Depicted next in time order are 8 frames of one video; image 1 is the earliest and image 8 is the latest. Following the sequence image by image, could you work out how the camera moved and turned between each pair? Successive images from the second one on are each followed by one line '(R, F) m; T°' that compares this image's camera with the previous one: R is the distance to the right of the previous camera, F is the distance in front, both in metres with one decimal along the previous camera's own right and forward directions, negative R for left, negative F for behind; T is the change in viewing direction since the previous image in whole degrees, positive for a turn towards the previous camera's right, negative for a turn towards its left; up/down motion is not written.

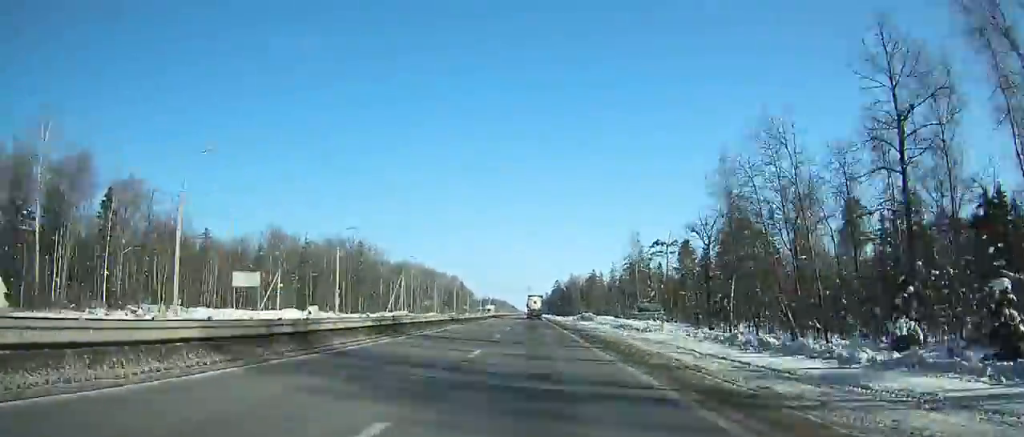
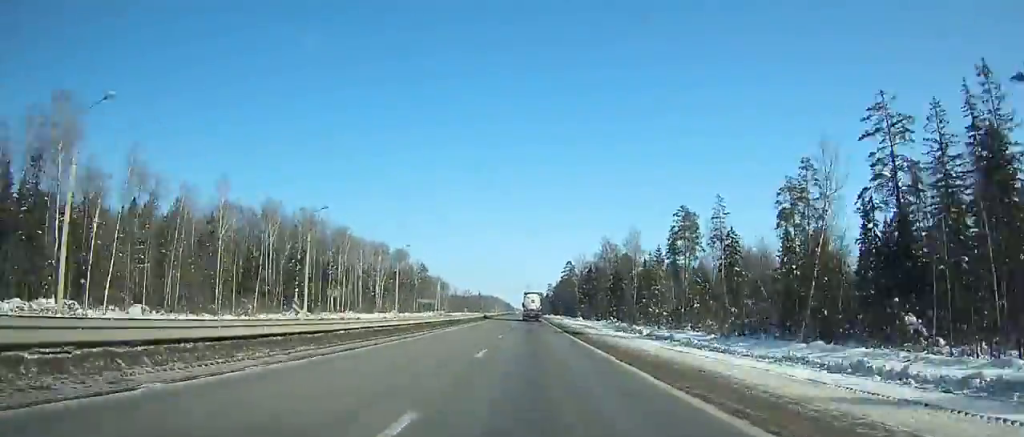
(-0.1, +156.2) m; 0°
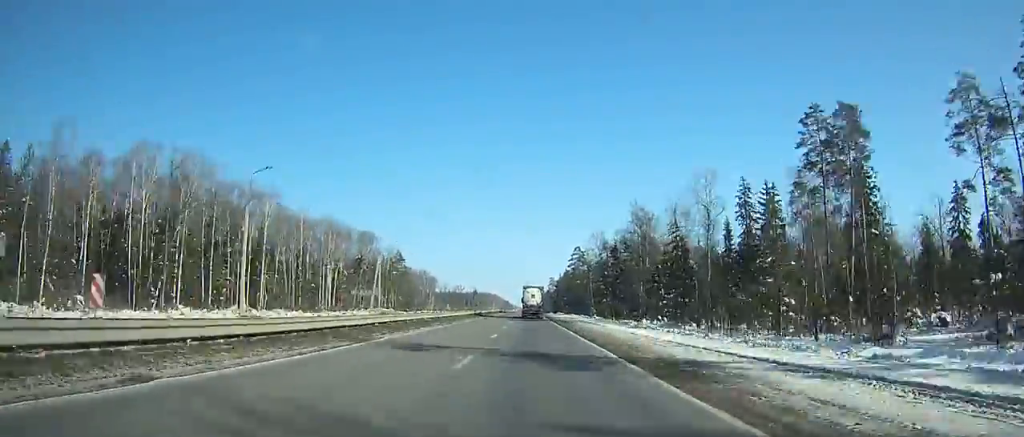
(-0.1, +51.8) m; 0°
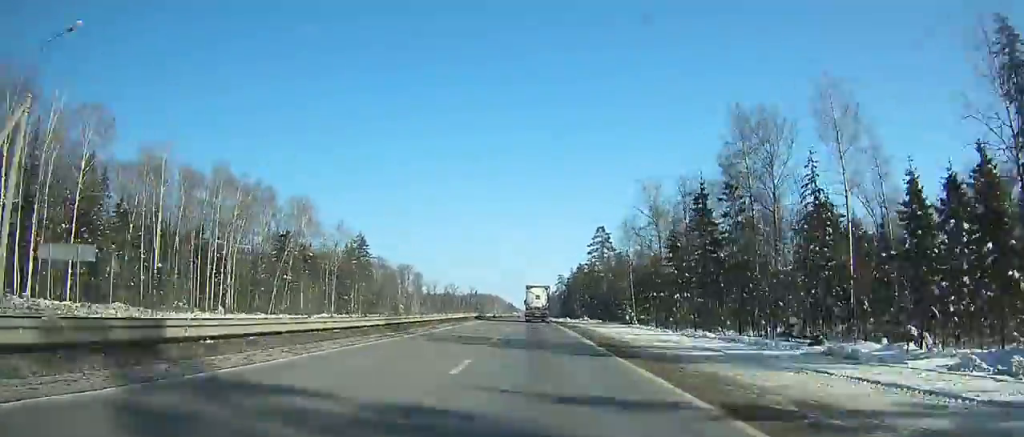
(+0.3, +61.0) m; 0°
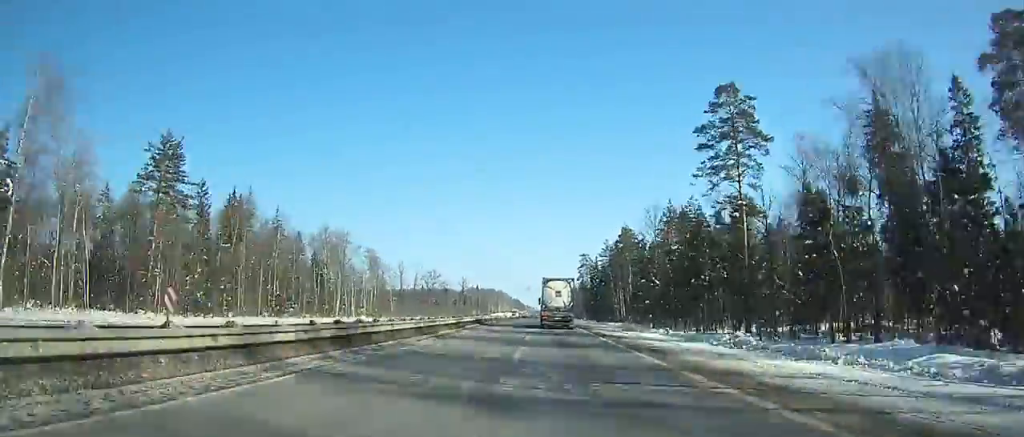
(-0.8, +107.4) m; 0°
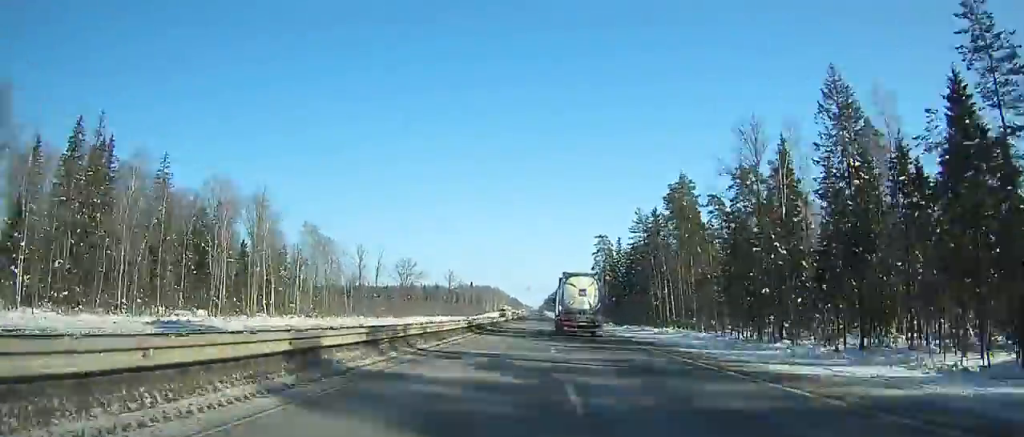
(+0.8, +55.0) m; -1°
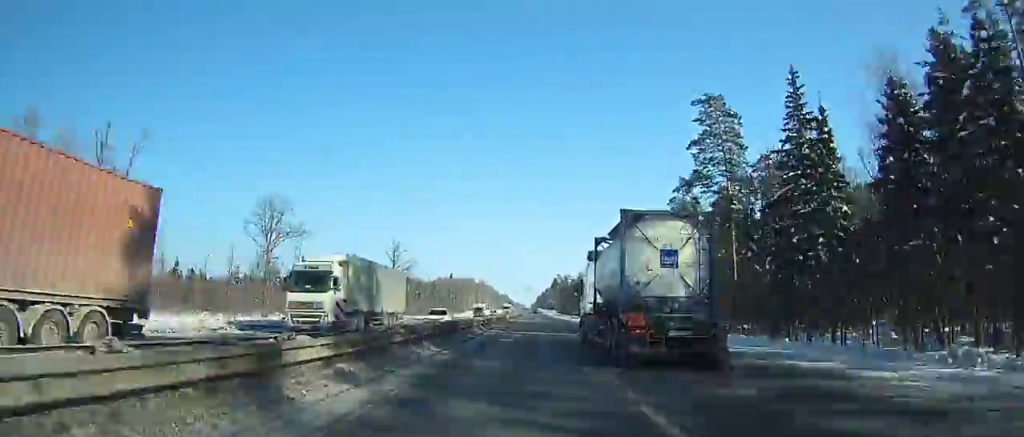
(-2.0, +111.5) m; 0°
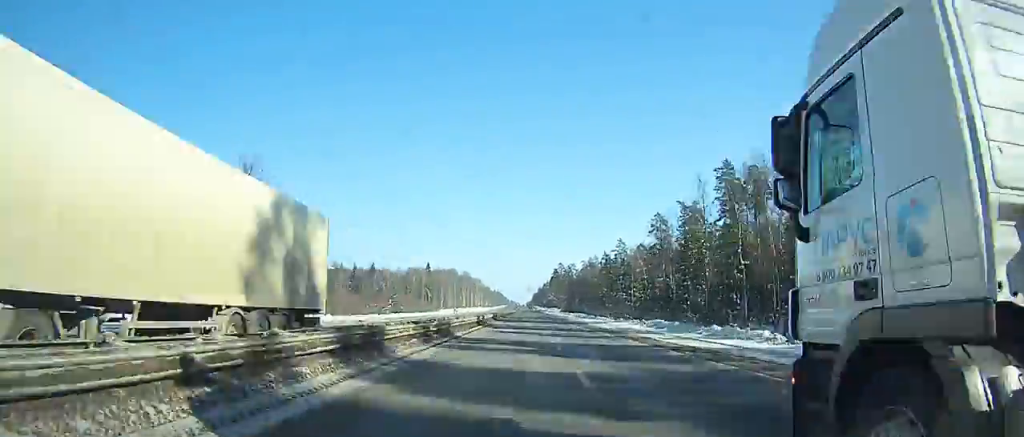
(+2.8, +100.2) m; +1°
